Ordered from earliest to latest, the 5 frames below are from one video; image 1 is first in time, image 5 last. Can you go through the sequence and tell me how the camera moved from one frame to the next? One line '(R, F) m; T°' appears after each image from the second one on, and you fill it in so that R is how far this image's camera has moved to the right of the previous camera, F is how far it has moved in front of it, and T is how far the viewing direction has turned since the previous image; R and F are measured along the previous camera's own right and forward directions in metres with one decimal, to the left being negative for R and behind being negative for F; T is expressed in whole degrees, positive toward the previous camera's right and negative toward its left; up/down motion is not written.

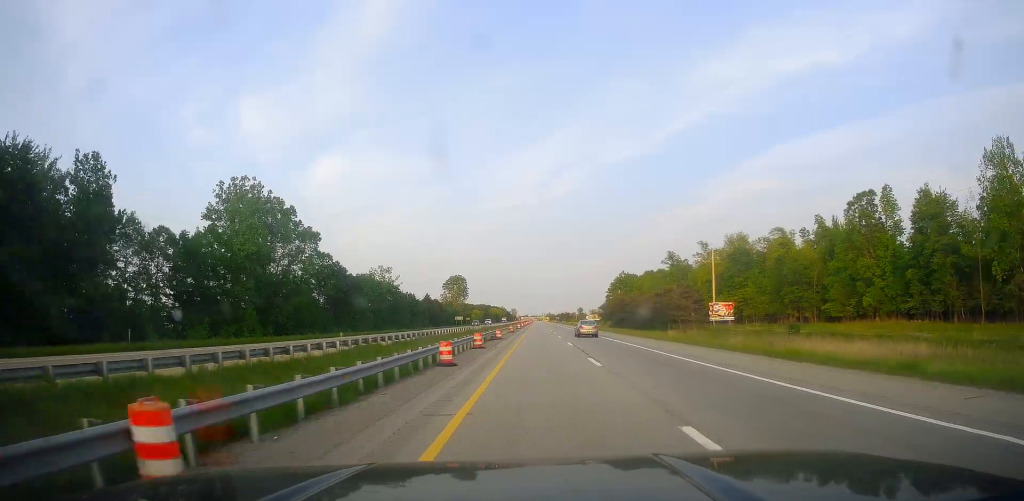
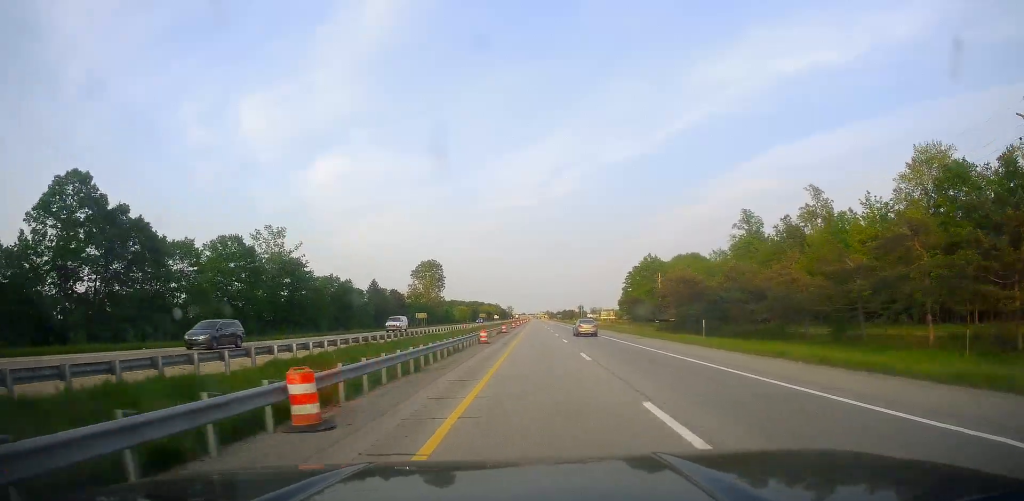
(0.0, +72.9) m; 0°
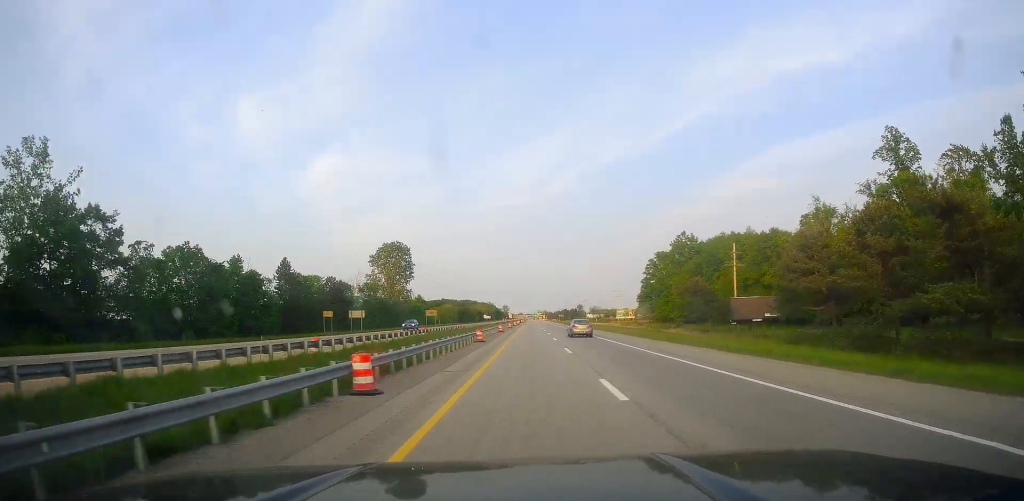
(+0.4, +56.3) m; 0°
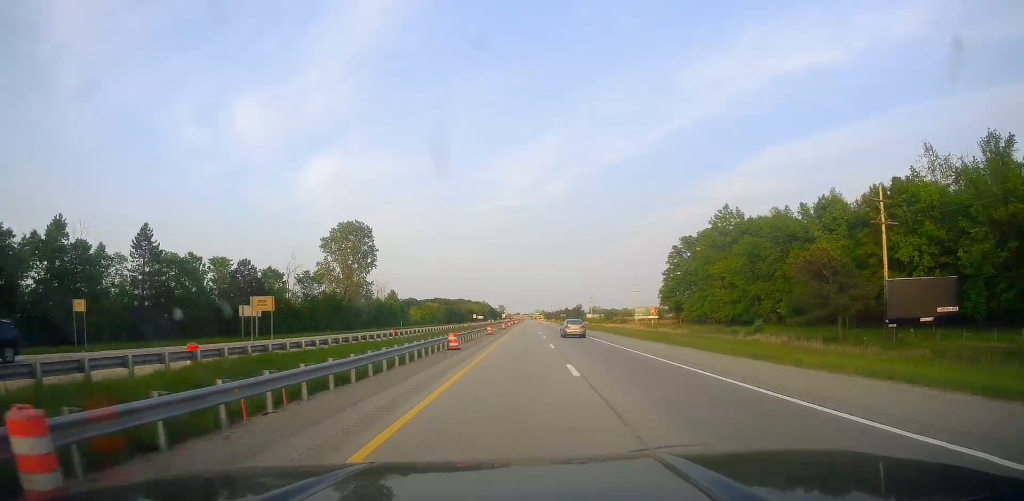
(-0.2, +40.6) m; -1°
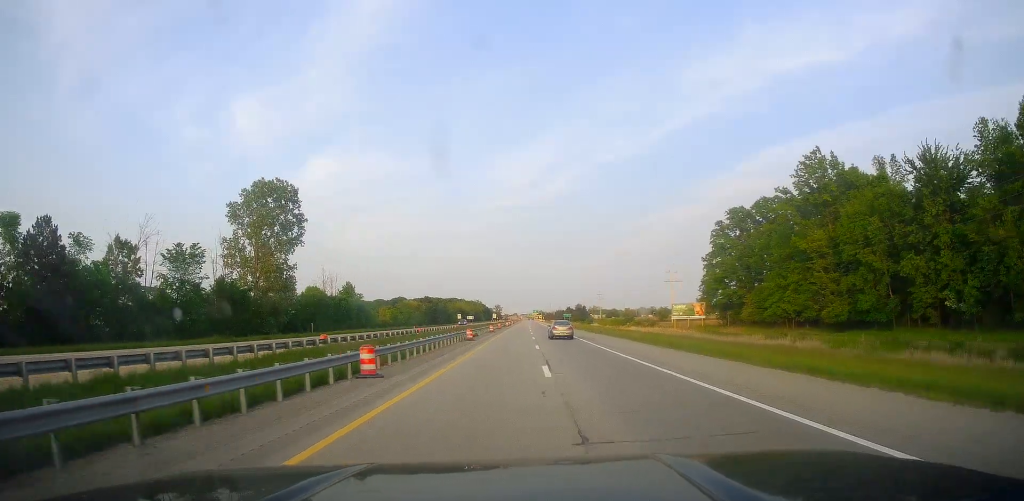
(-0.2, +45.3) m; 0°
